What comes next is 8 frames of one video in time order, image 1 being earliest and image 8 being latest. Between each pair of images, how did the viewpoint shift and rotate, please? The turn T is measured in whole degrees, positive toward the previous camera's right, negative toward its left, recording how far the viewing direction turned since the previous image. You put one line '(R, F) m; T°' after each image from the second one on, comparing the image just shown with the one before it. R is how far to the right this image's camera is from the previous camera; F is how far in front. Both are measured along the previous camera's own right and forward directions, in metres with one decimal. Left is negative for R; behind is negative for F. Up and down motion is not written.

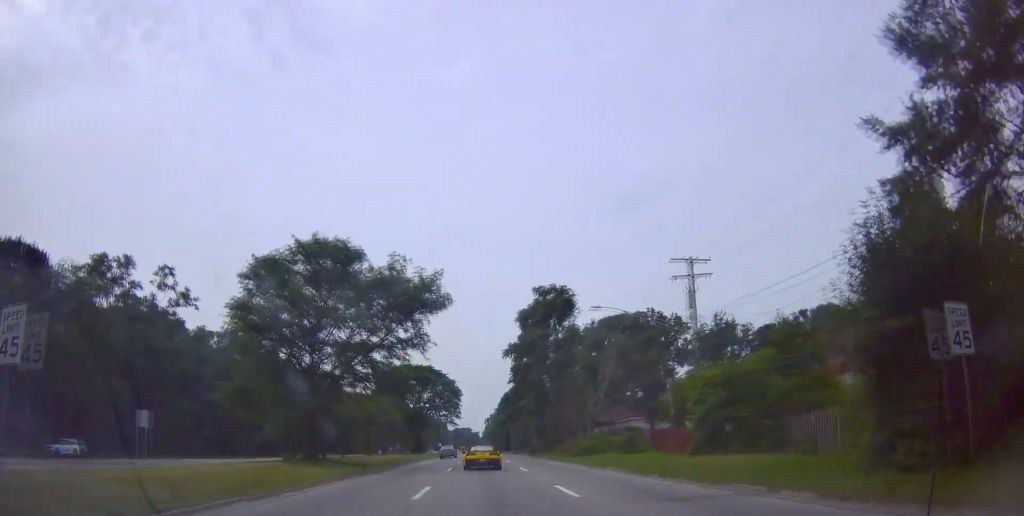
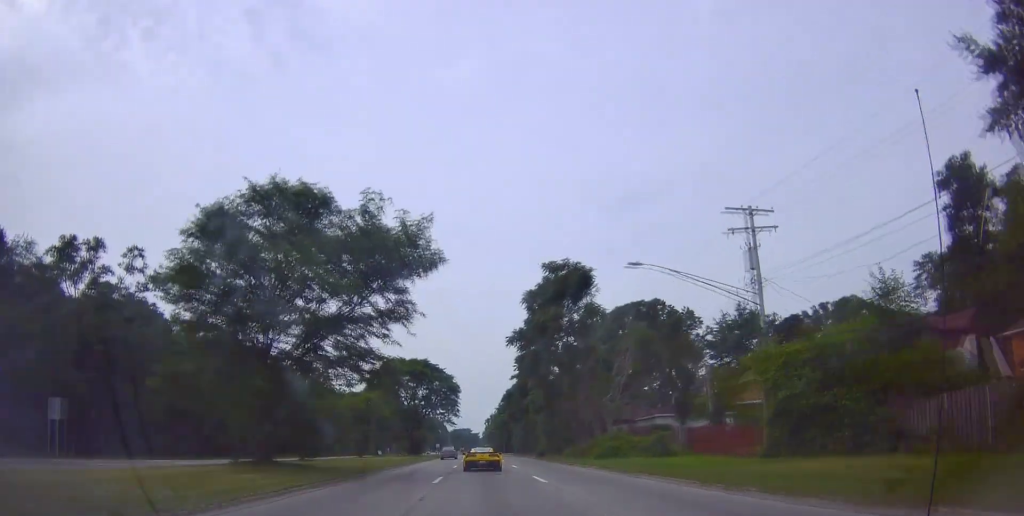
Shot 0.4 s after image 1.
(0.0, +8.2) m; 0°
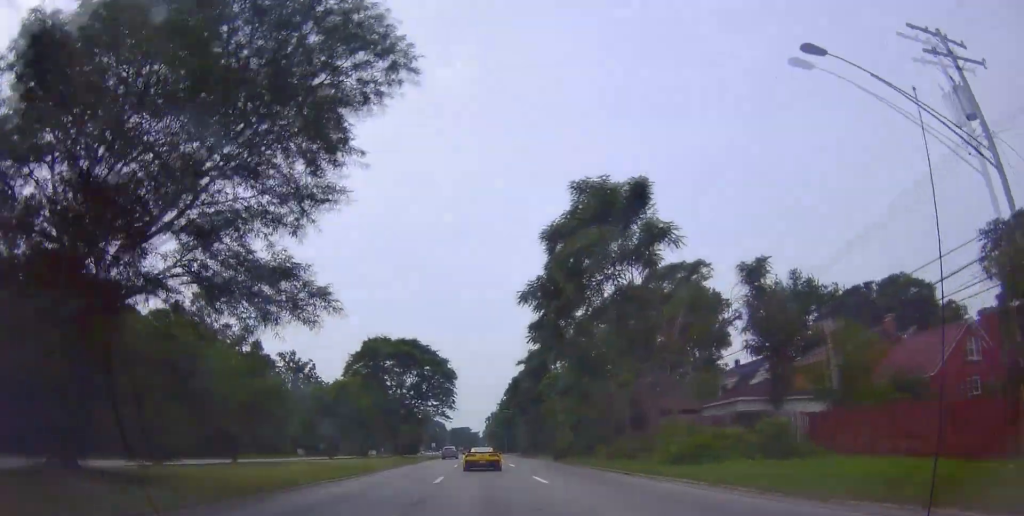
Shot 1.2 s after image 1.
(0.0, +15.1) m; -1°
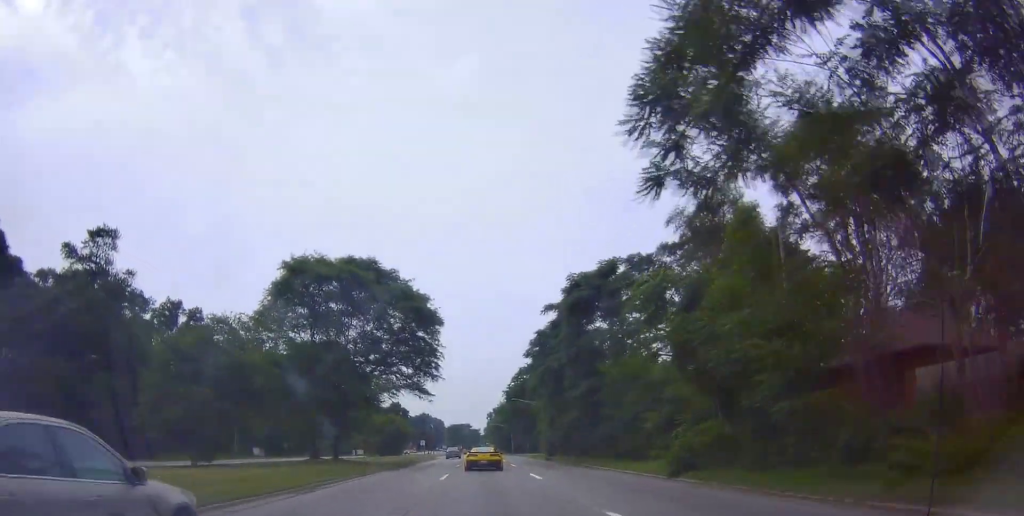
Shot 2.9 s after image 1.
(-1.1, +31.3) m; -1°
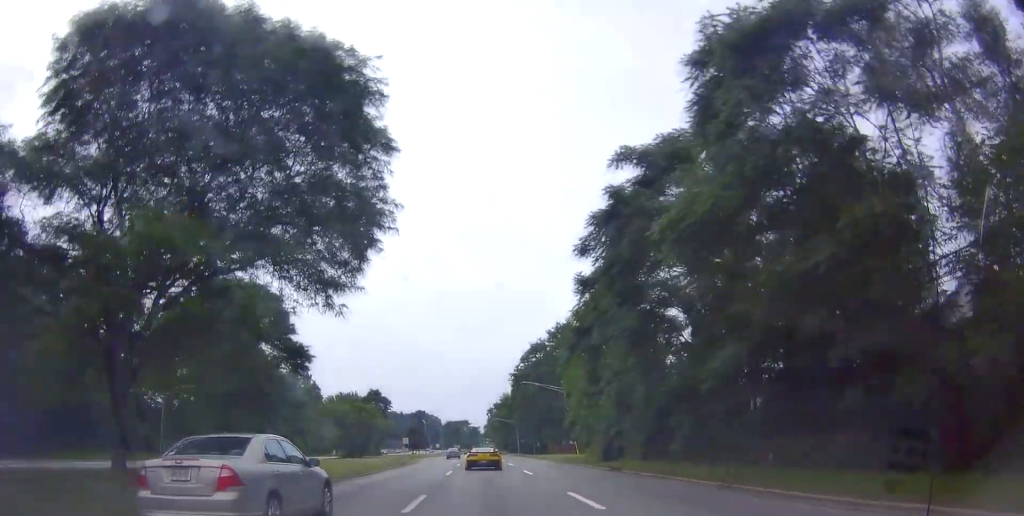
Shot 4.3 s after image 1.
(+1.0, +27.3) m; +2°
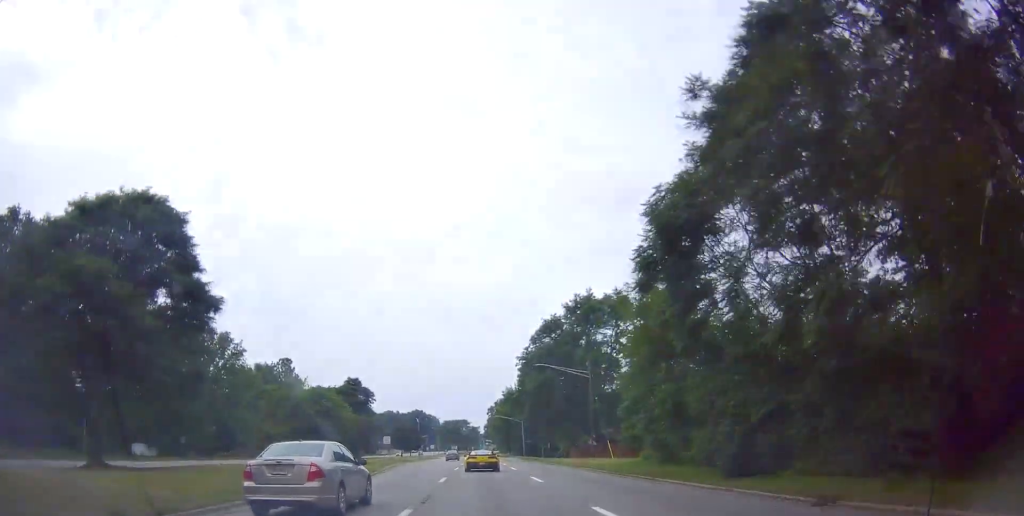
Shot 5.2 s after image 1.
(0.0, +18.0) m; -1°
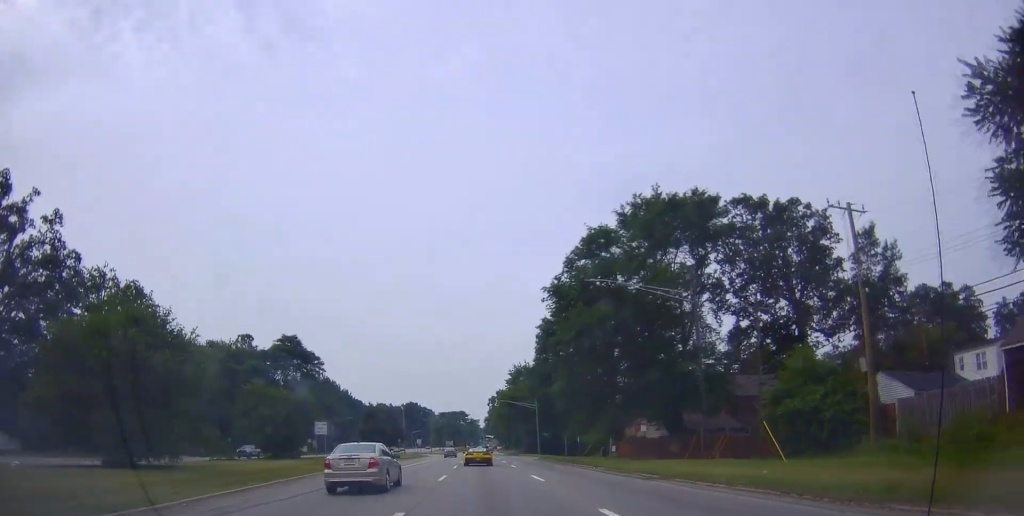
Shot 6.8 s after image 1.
(-0.2, +30.1) m; 0°
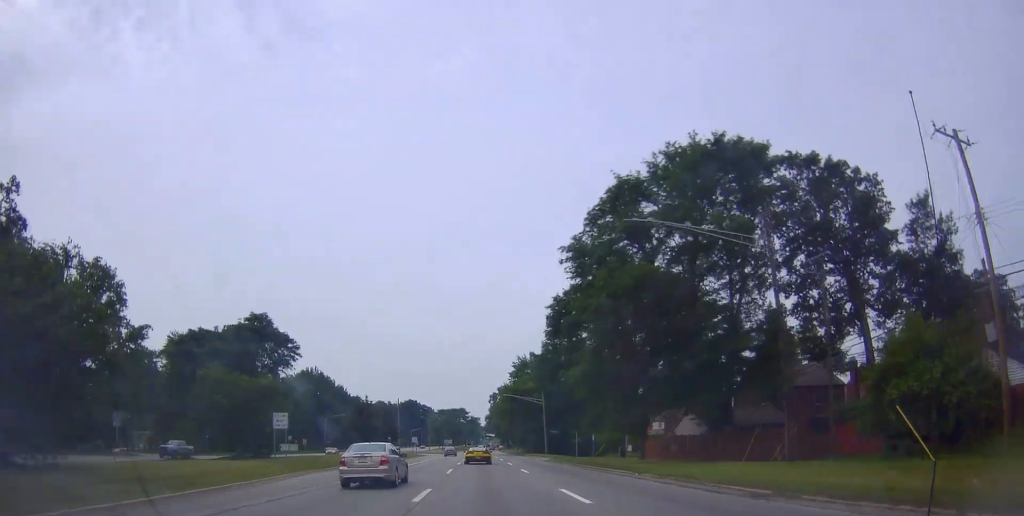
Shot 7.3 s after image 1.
(0.0, +9.1) m; 0°
